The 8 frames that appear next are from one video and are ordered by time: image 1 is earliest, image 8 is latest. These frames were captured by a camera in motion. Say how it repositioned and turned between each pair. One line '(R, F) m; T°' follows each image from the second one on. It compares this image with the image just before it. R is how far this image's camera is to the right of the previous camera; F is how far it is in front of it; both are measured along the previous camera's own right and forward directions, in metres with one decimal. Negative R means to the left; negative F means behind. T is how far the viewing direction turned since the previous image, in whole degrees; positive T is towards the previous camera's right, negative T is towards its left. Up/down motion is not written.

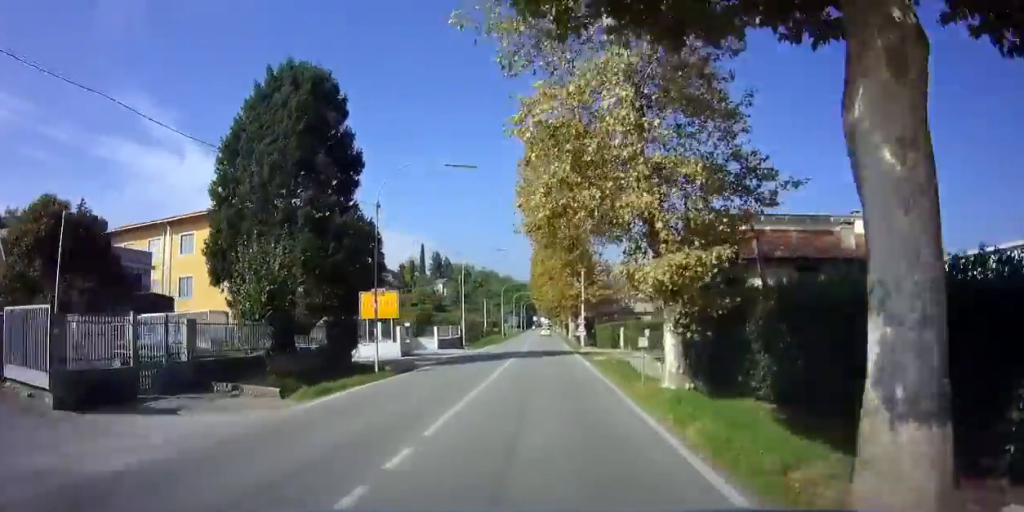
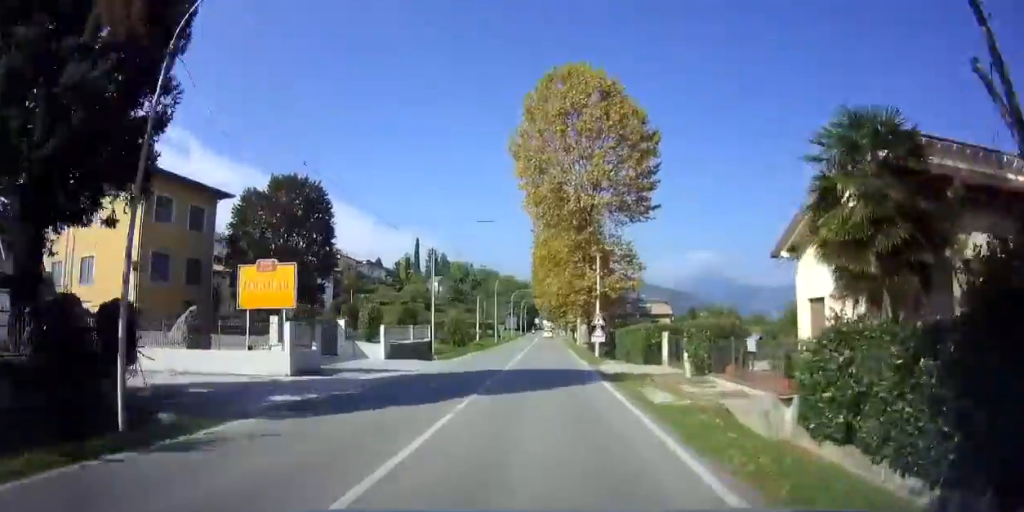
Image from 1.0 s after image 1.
(+0.1, +13.8) m; 0°
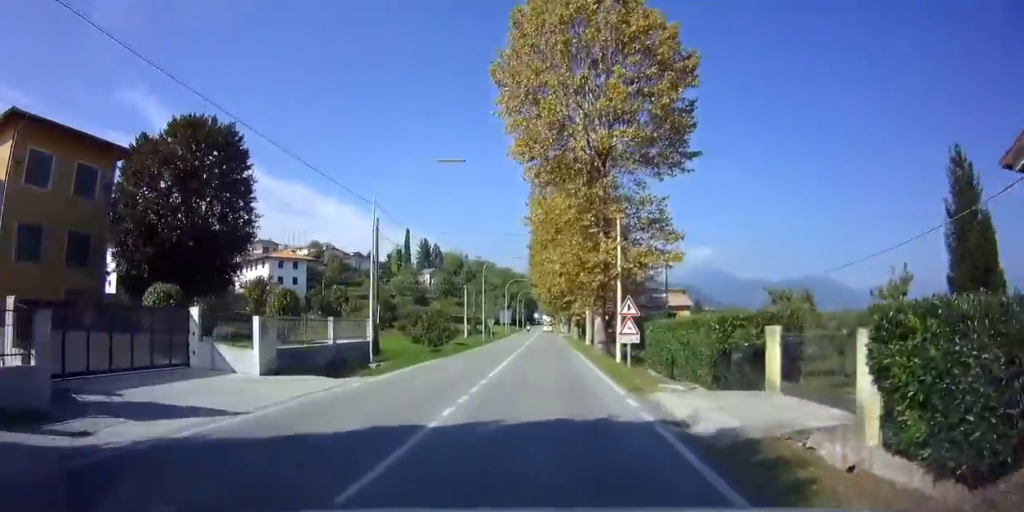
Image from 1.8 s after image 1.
(0.0, +11.9) m; 0°
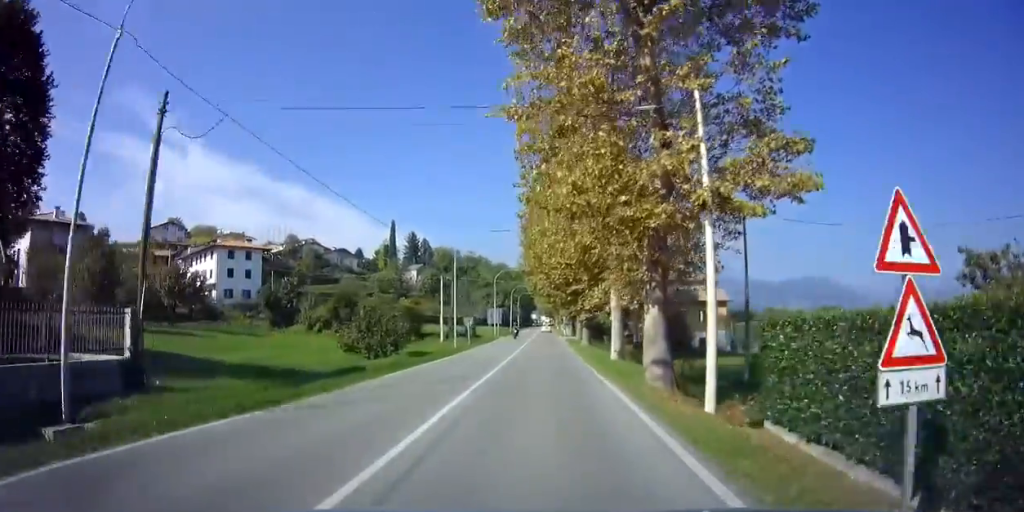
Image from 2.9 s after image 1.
(0.0, +16.2) m; 0°
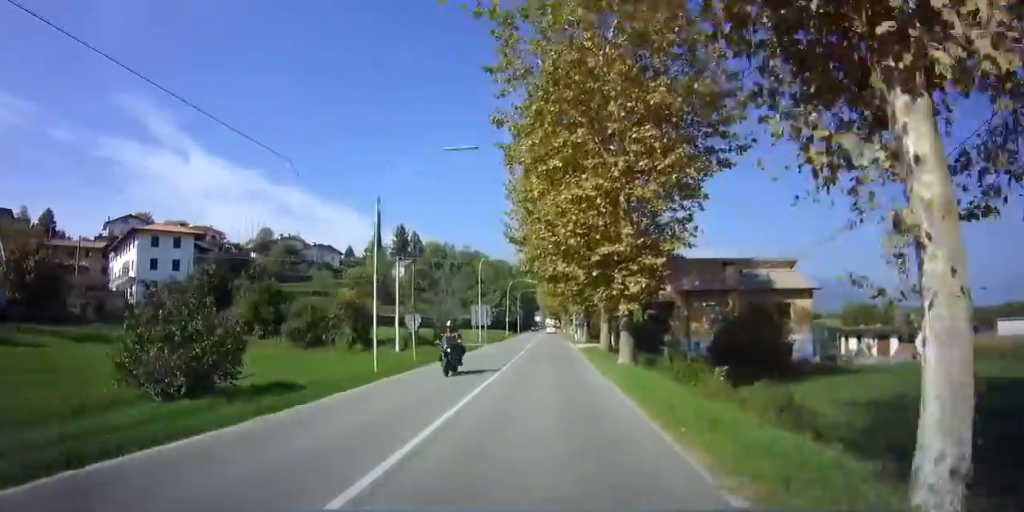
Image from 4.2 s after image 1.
(0.0, +19.4) m; 0°
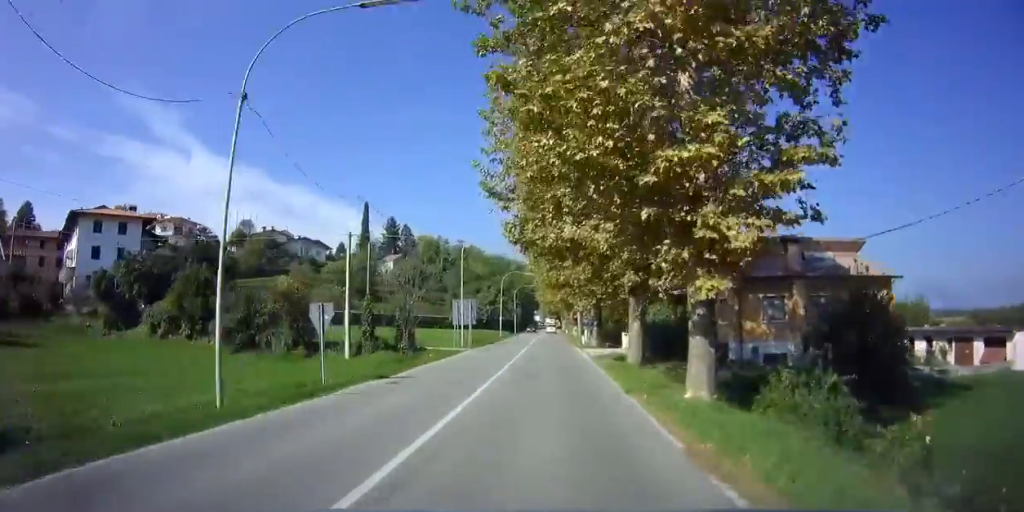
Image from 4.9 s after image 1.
(0.0, +10.5) m; 0°
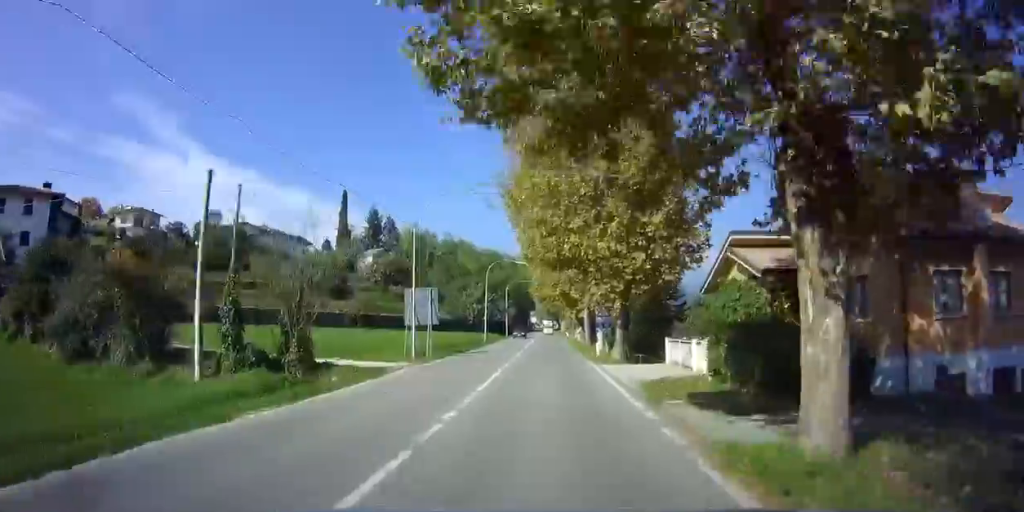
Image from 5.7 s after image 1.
(0.0, +13.9) m; 0°
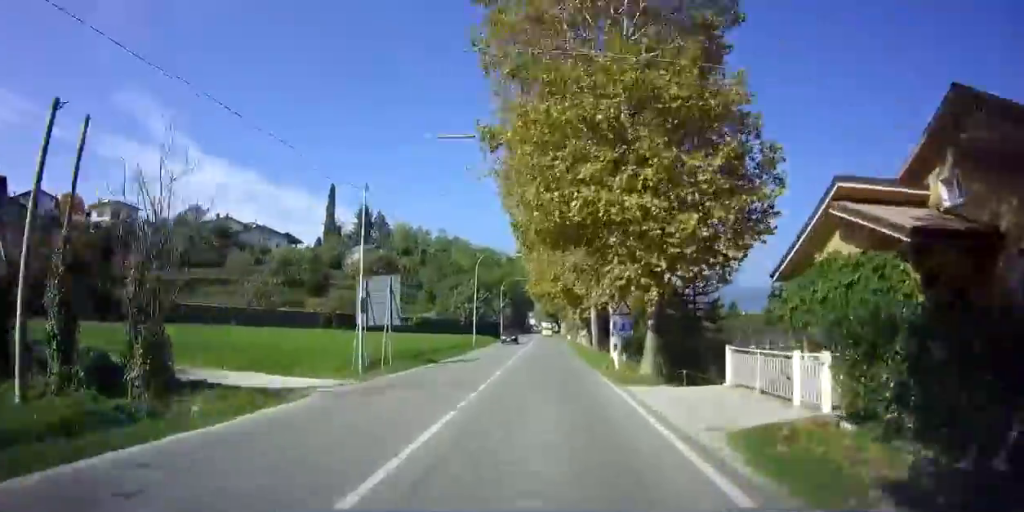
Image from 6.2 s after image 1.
(0.0, +8.1) m; 0°
